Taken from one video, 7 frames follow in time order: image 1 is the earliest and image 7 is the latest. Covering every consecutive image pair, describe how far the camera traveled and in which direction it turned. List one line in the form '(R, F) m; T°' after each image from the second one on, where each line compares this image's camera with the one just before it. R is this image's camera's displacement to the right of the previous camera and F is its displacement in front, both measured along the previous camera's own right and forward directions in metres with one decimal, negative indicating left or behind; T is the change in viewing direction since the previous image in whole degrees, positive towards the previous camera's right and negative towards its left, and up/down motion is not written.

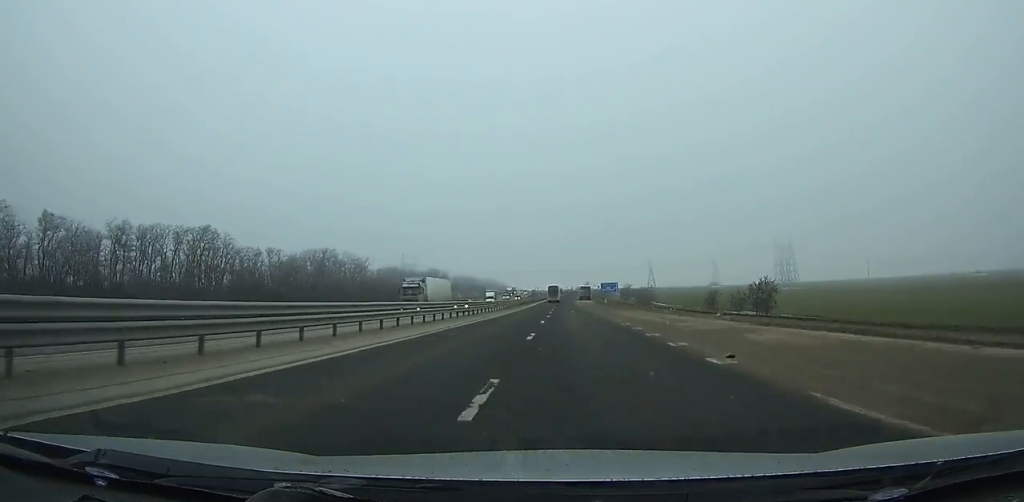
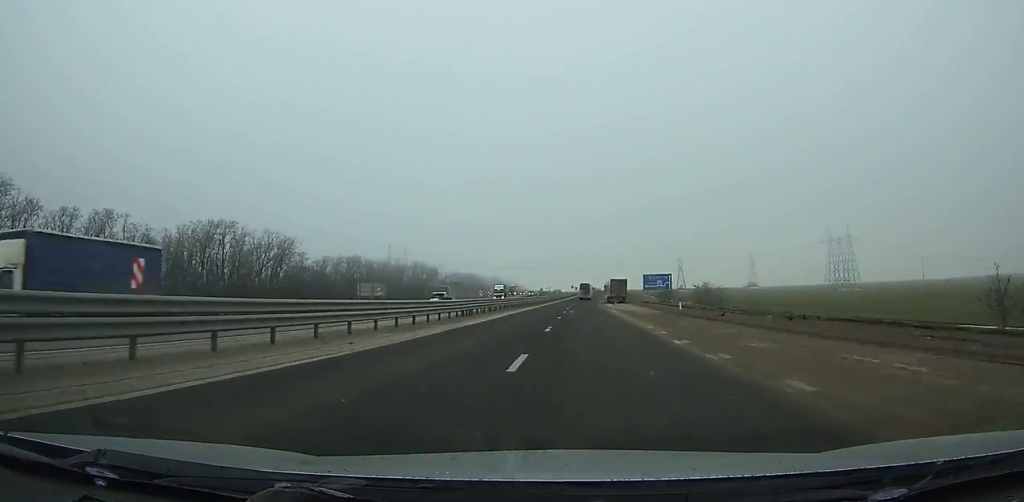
(-0.2, +66.9) m; 0°
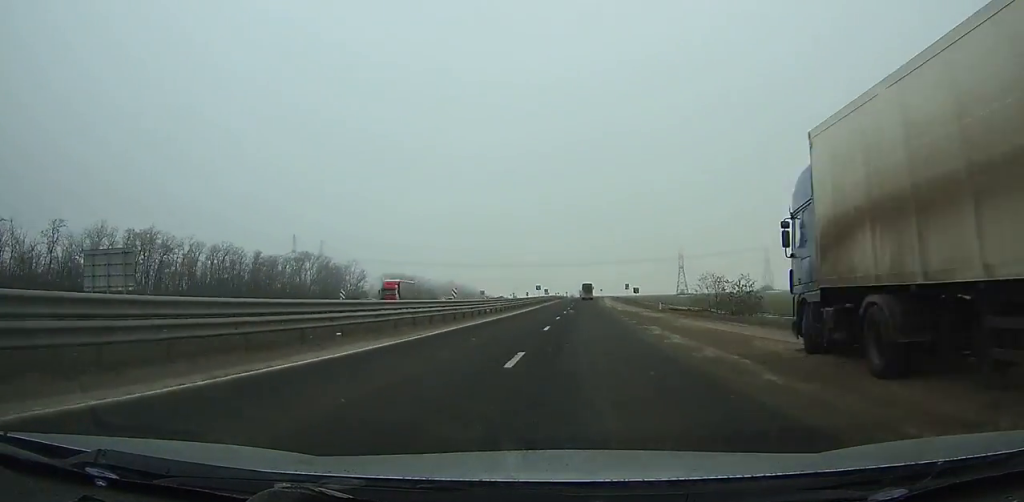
(+1.3, +94.5) m; +2°
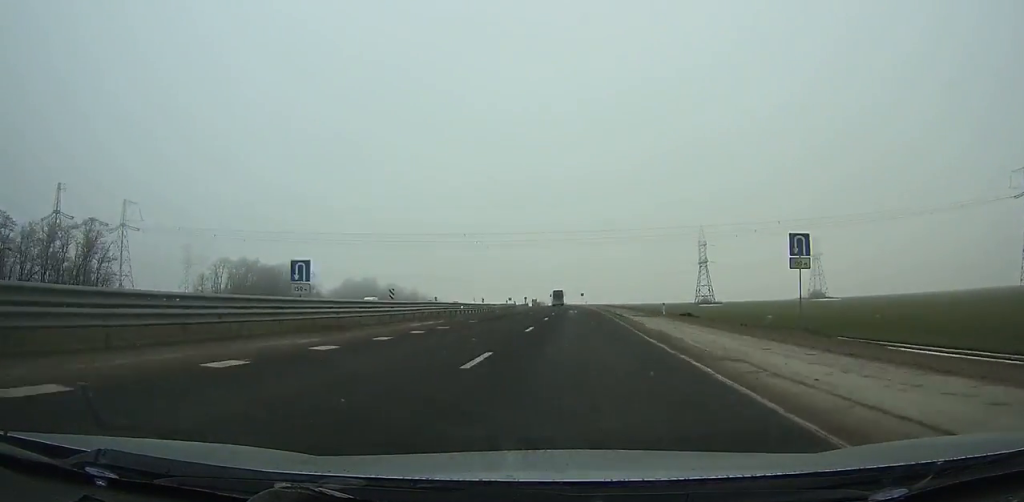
(+2.0, +120.0) m; +1°
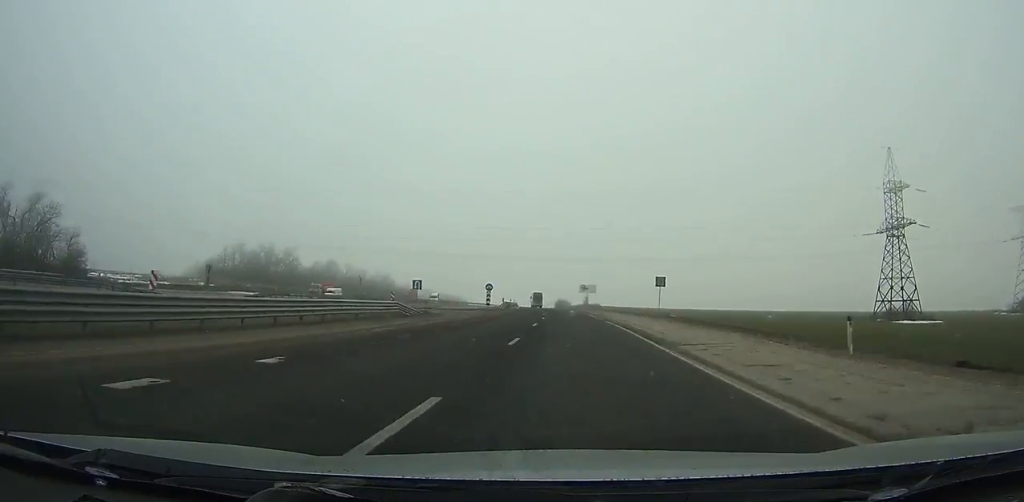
(-2.8, +126.6) m; -3°
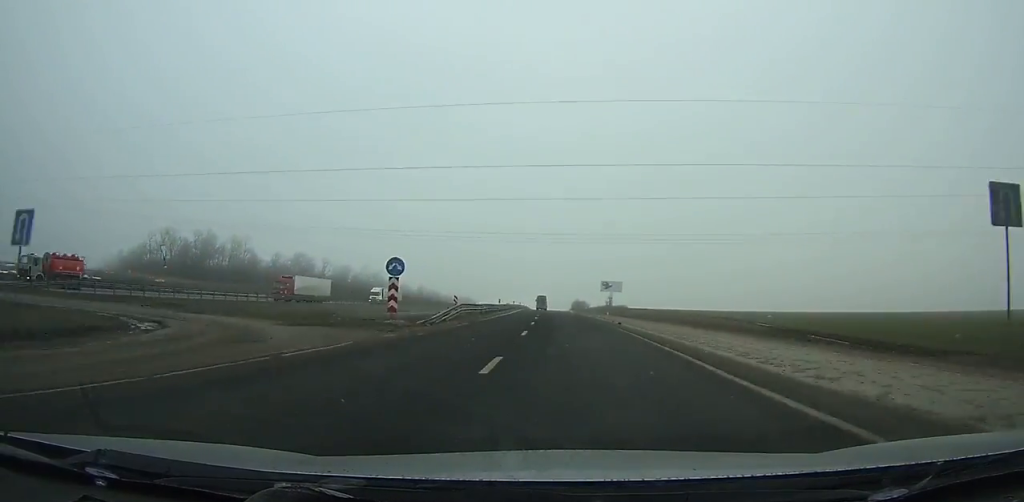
(-0.7, +41.7) m; -1°
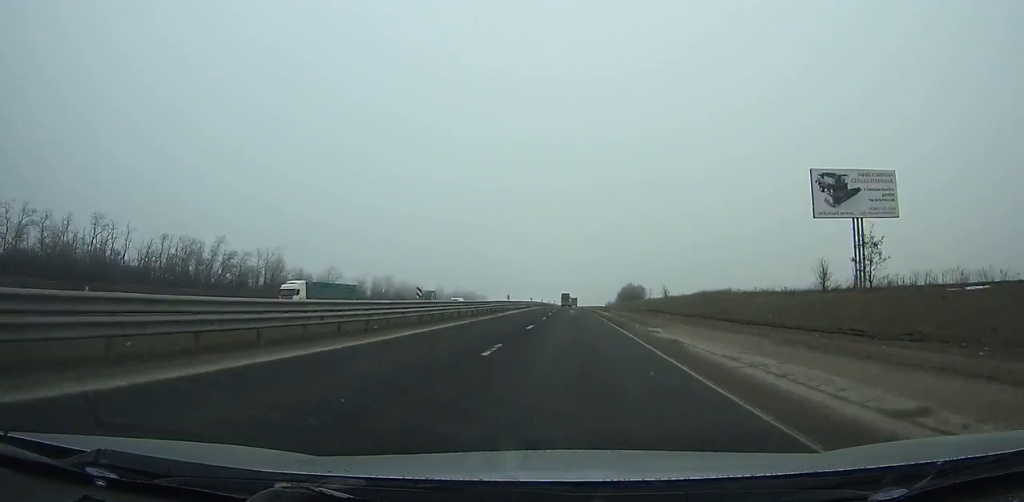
(-3.0, +129.6) m; -2°
